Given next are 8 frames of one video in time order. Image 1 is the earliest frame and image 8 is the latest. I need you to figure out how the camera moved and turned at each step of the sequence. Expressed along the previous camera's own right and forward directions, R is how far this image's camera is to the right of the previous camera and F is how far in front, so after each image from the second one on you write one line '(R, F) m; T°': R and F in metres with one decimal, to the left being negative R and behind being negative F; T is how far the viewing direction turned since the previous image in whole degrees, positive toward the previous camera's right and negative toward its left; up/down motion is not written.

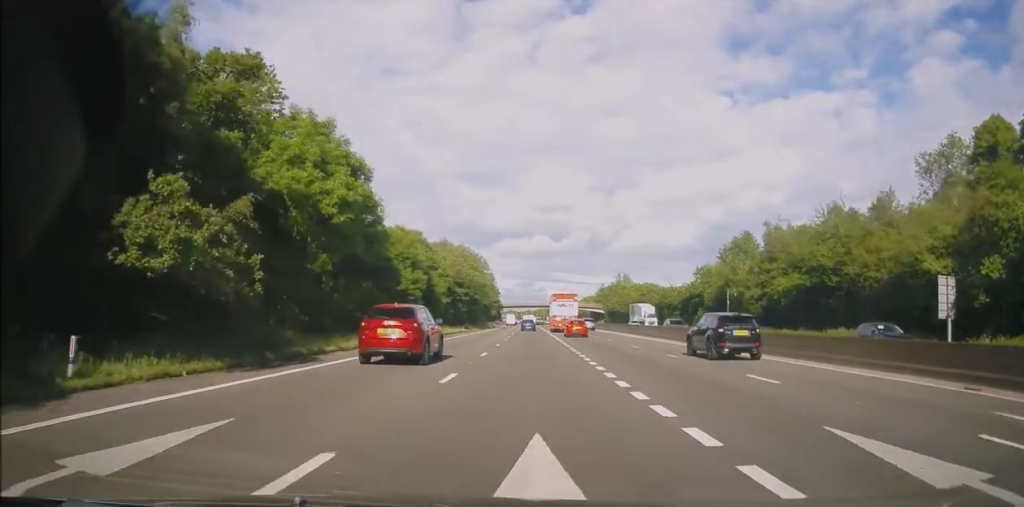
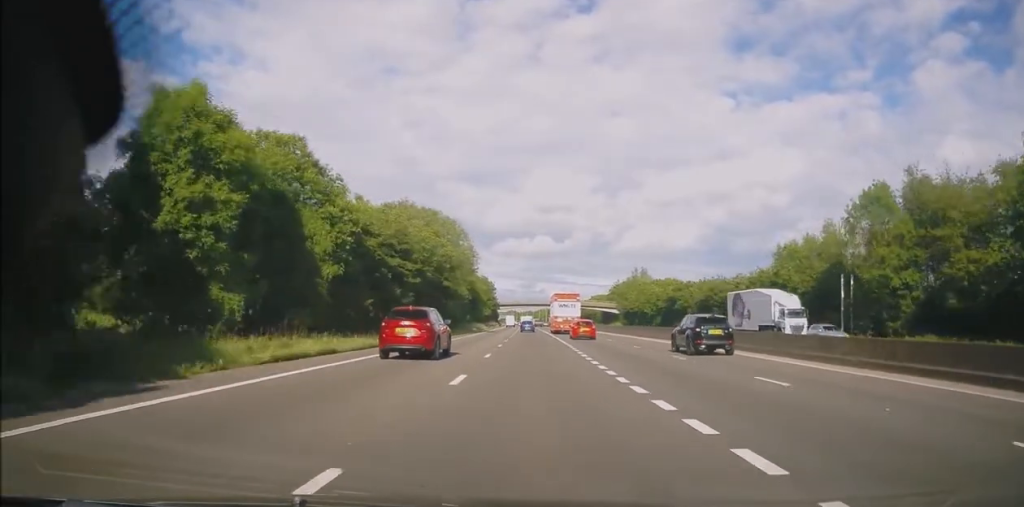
(0.0, +35.5) m; 0°
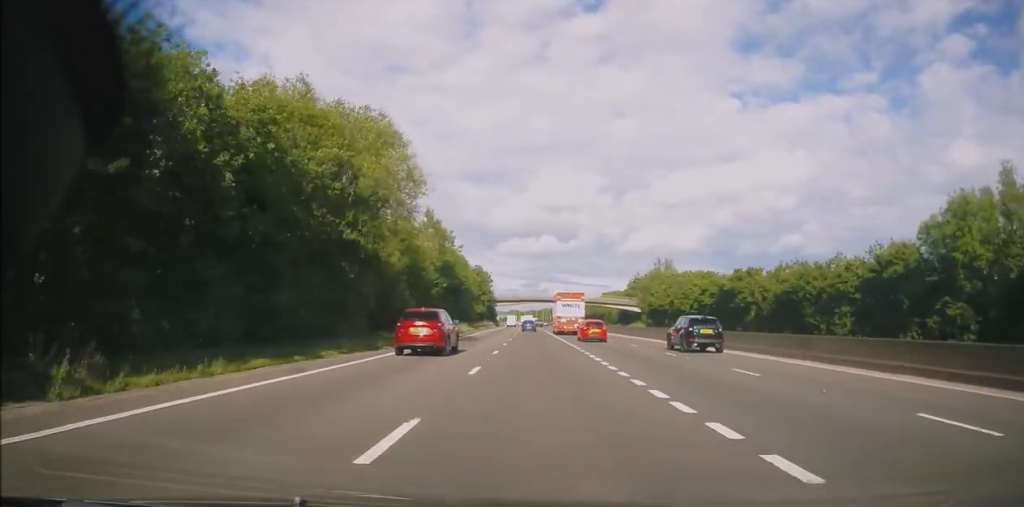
(-0.2, +32.8) m; -1°
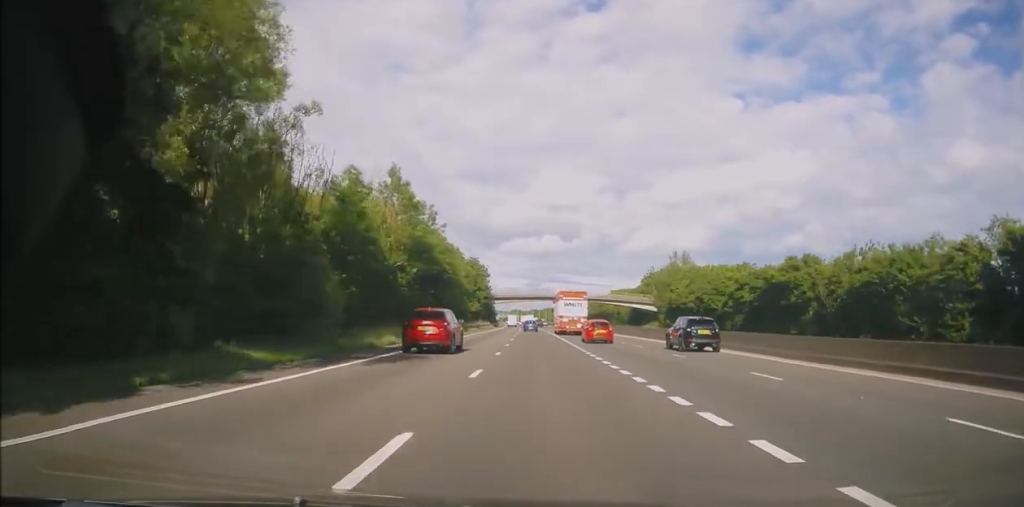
(-0.4, +18.4) m; 0°
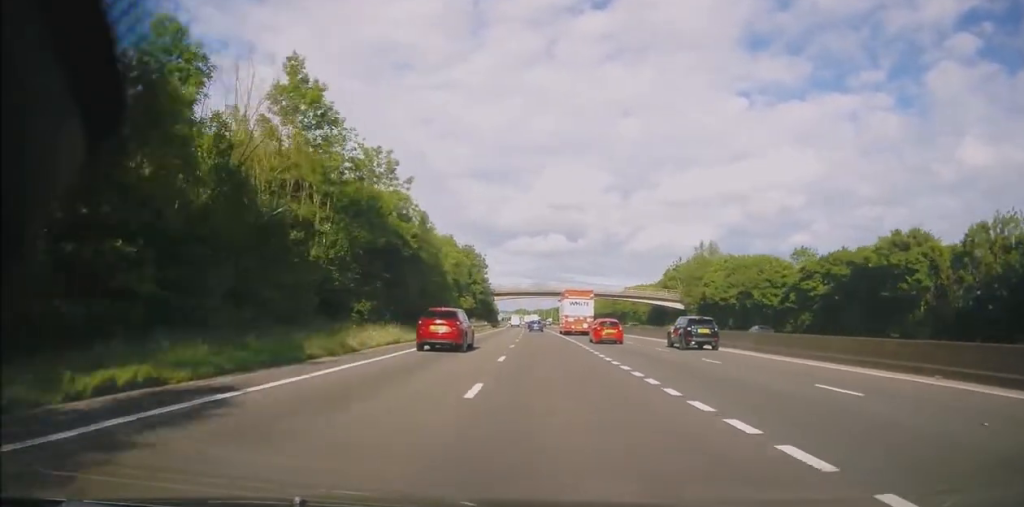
(+0.3, +21.3) m; 0°
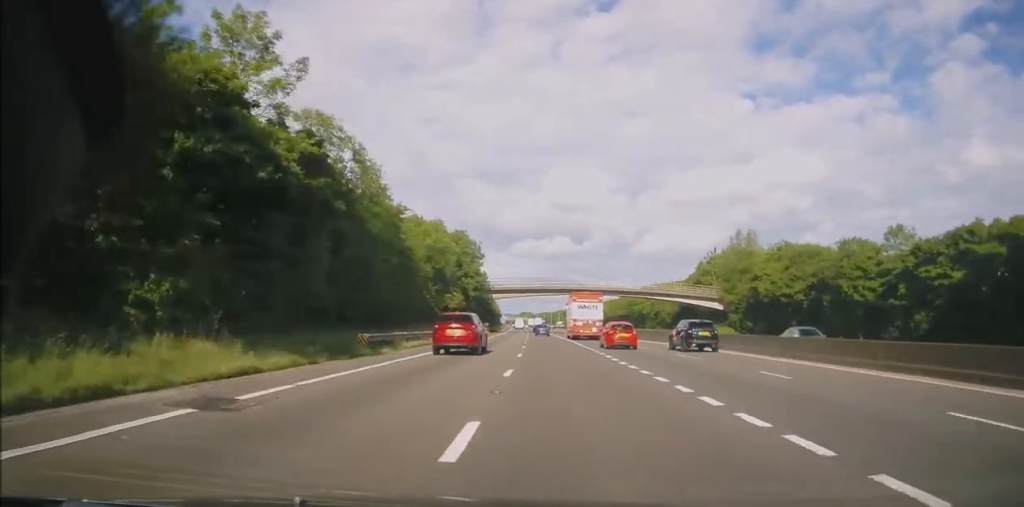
(0.0, +22.2) m; 0°
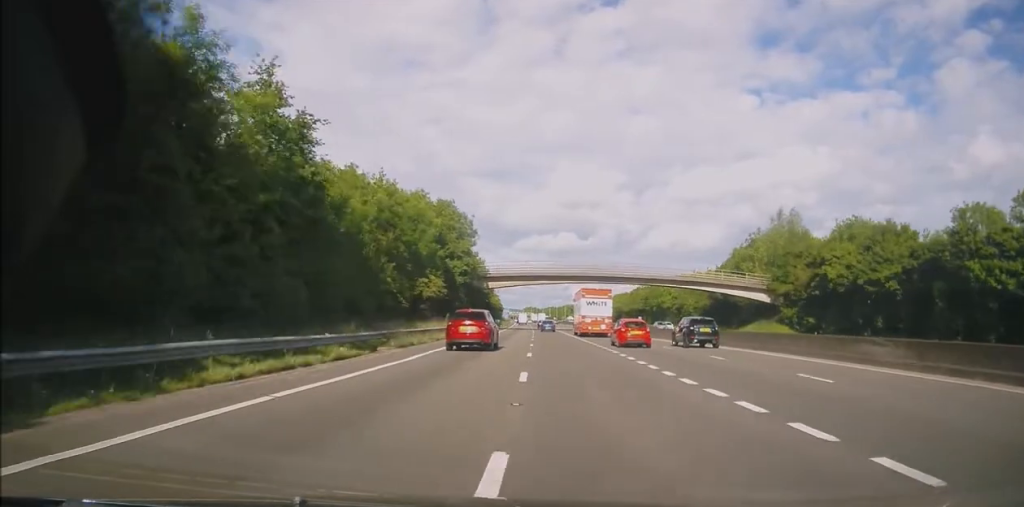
(-0.2, +19.3) m; -1°
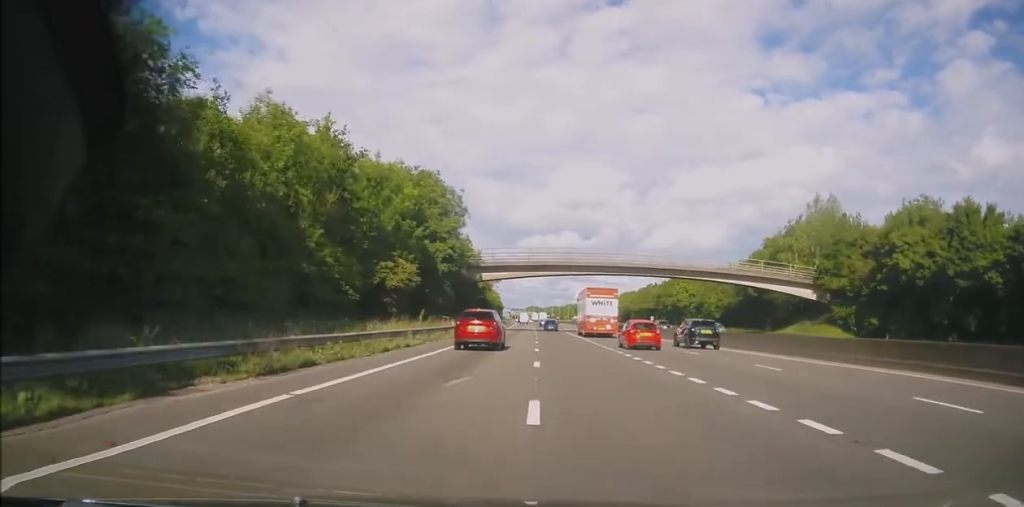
(0.0, +13.7) m; 0°
